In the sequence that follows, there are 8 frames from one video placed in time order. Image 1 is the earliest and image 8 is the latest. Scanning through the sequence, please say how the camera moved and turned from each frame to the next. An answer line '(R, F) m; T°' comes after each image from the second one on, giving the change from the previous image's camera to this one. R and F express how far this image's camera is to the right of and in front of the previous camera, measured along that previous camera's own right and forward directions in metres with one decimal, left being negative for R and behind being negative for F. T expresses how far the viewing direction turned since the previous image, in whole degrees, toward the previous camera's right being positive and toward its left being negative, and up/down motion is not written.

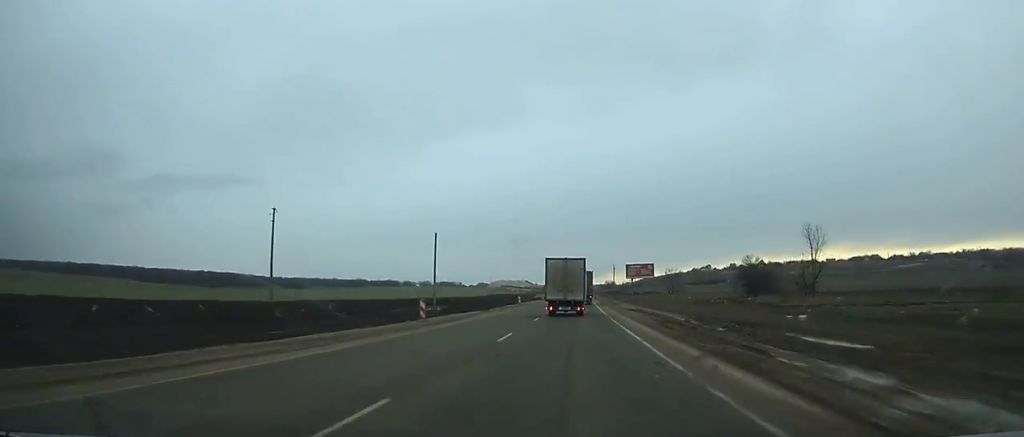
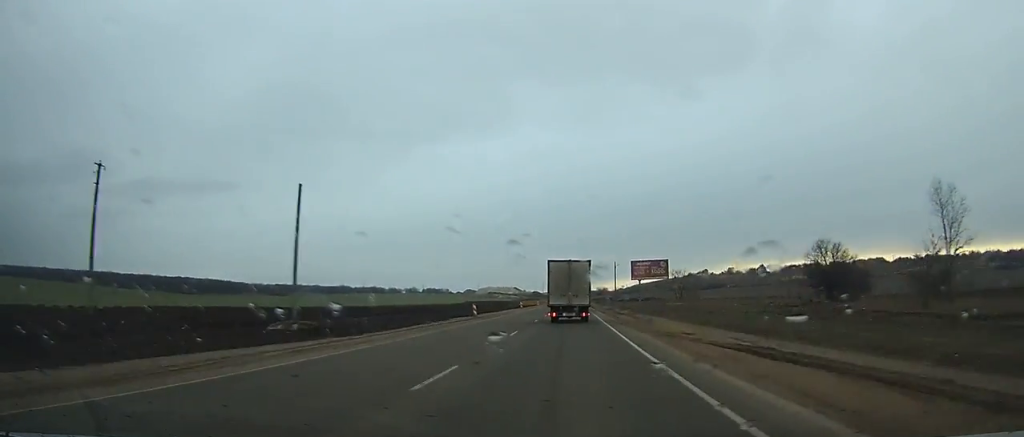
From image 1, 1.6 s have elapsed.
(-0.1, +30.9) m; 0°
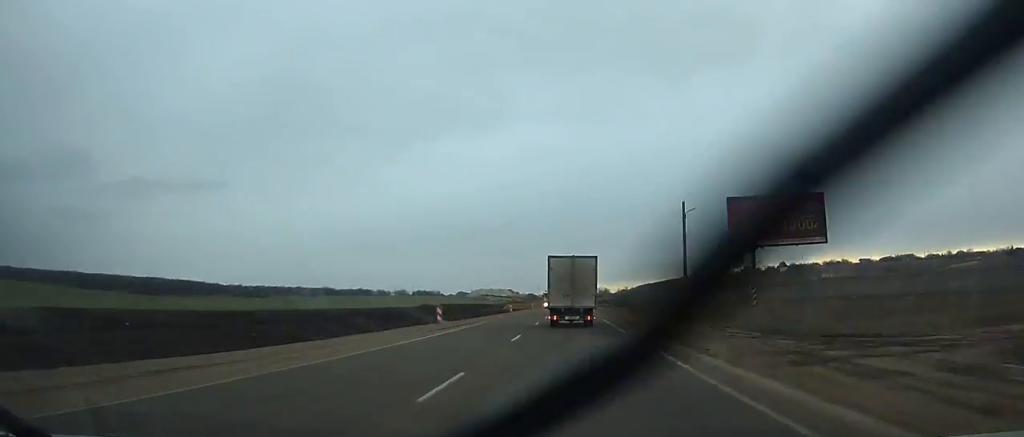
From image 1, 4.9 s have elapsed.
(+0.3, +61.5) m; +1°
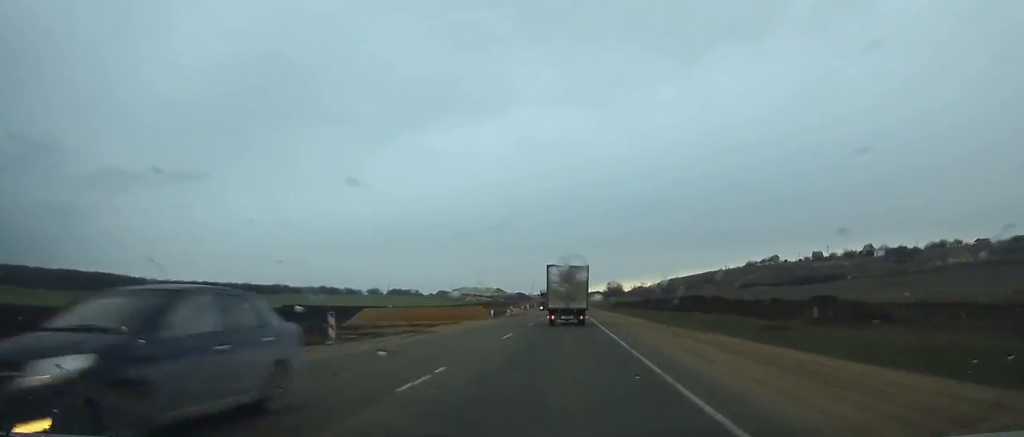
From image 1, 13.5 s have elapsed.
(+0.9, +155.6) m; 0°
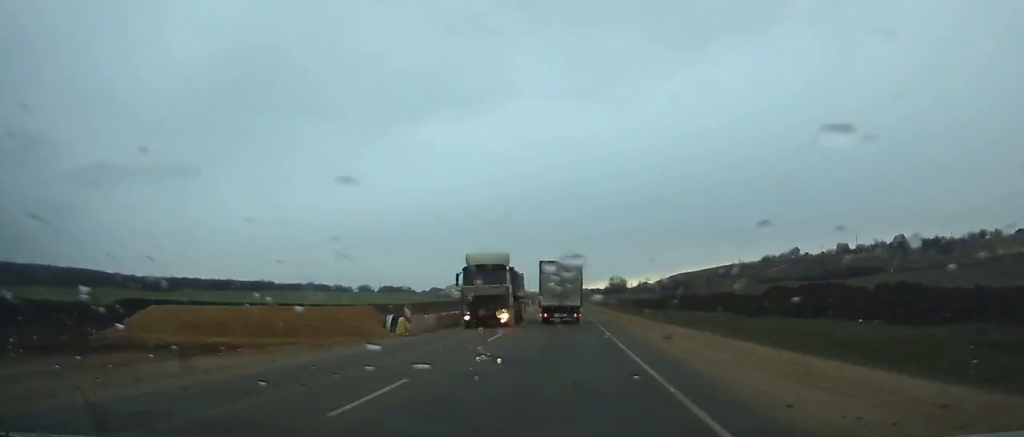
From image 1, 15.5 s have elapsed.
(-0.2, +36.4) m; 0°
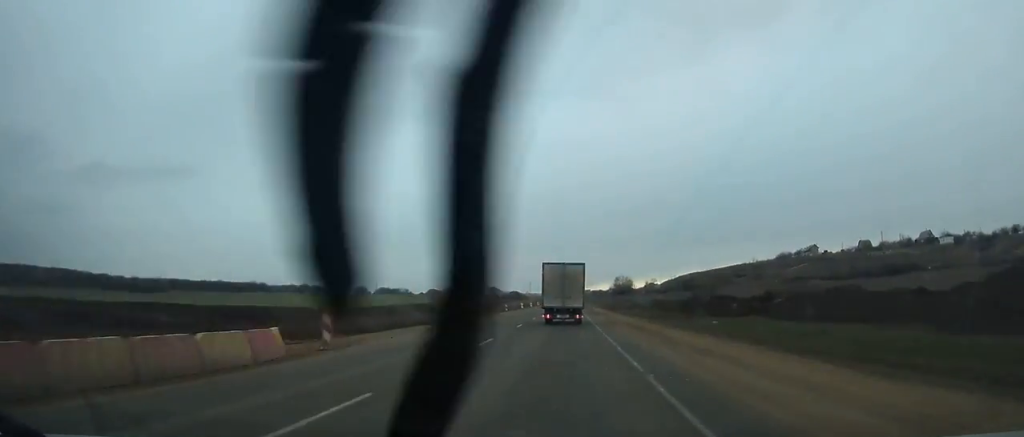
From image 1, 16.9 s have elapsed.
(+0.1, +25.3) m; 0°
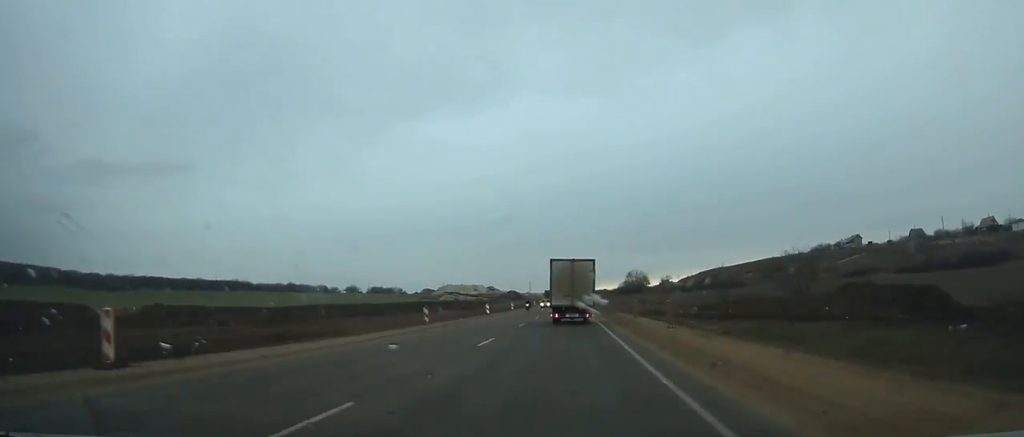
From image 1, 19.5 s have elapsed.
(+0.1, +46.8) m; 0°
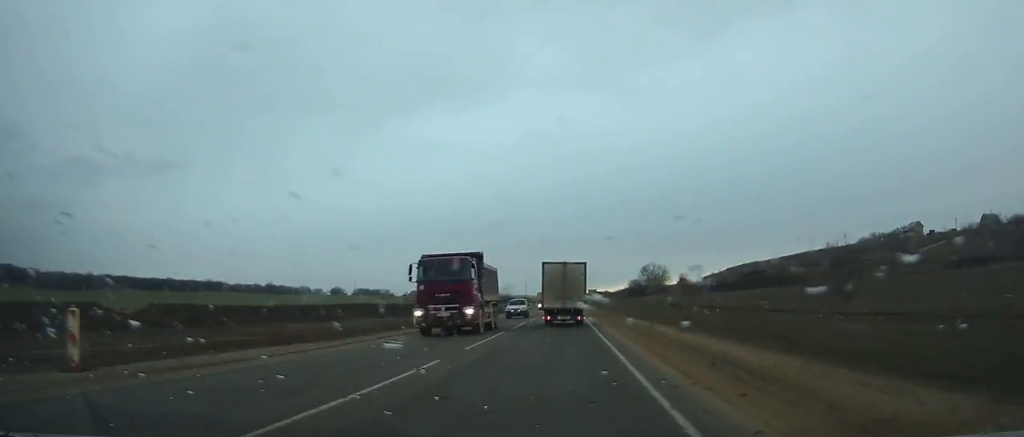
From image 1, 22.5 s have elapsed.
(+0.2, +53.0) m; 0°
